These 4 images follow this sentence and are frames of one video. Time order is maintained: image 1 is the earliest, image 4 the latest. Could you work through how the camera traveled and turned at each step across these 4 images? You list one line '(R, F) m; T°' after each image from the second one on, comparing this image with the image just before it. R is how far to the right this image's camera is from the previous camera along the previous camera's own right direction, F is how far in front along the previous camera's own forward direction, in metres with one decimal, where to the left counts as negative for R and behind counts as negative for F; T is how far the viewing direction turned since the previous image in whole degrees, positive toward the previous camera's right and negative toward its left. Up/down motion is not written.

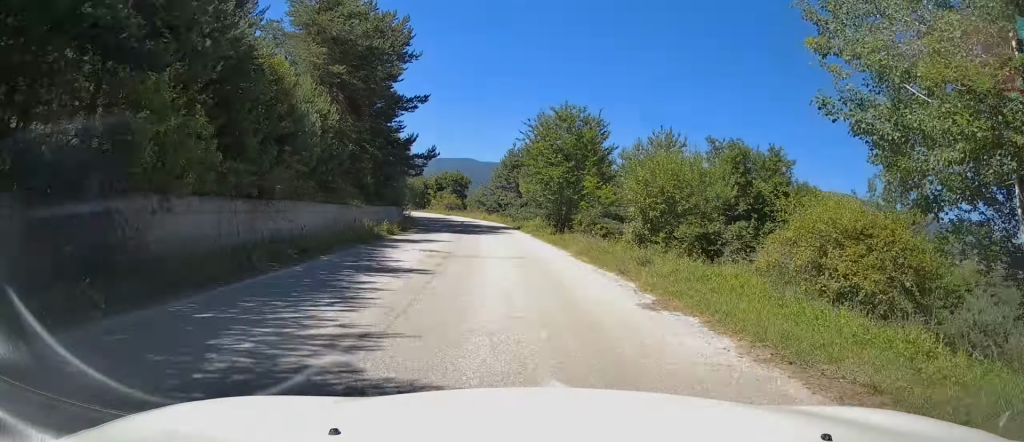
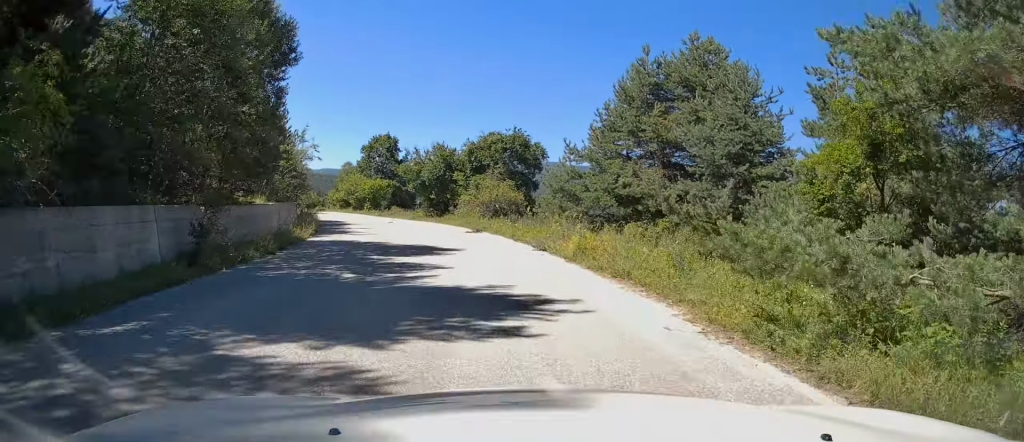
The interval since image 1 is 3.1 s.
(-2.8, +42.9) m; -10°
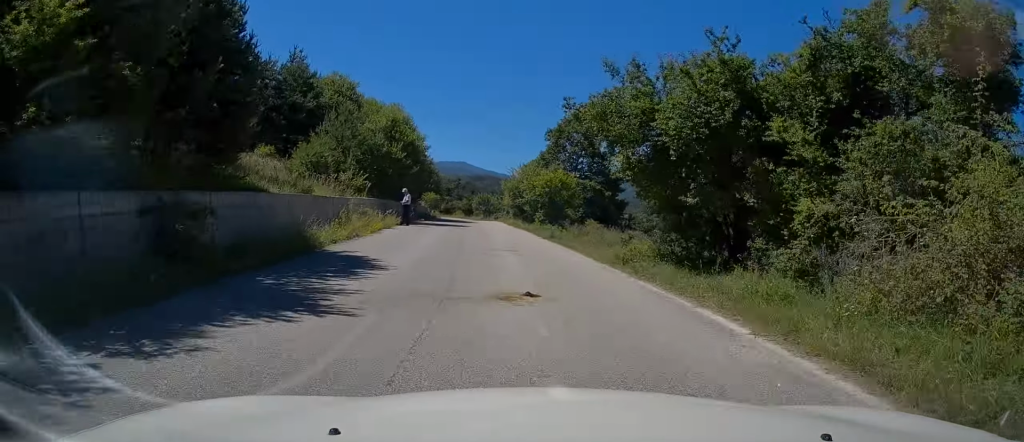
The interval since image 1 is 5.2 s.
(-3.6, +25.8) m; -15°
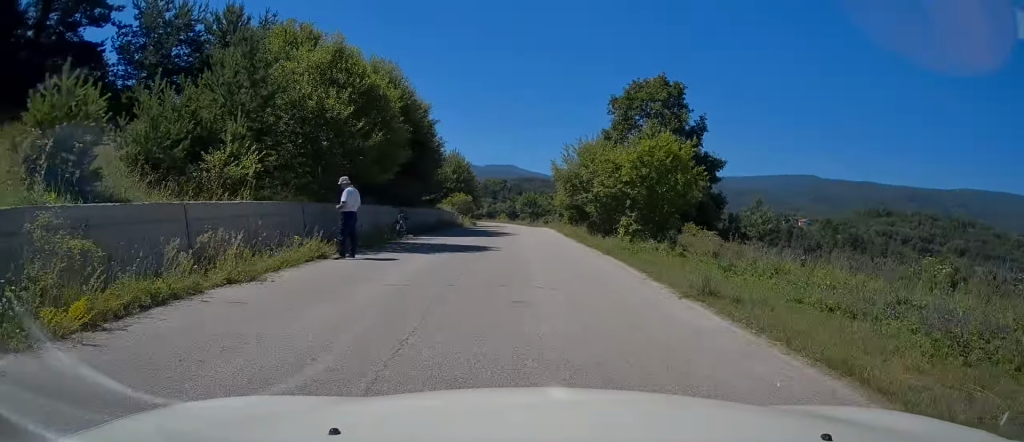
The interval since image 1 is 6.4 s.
(-0.8, +16.3) m; -5°
